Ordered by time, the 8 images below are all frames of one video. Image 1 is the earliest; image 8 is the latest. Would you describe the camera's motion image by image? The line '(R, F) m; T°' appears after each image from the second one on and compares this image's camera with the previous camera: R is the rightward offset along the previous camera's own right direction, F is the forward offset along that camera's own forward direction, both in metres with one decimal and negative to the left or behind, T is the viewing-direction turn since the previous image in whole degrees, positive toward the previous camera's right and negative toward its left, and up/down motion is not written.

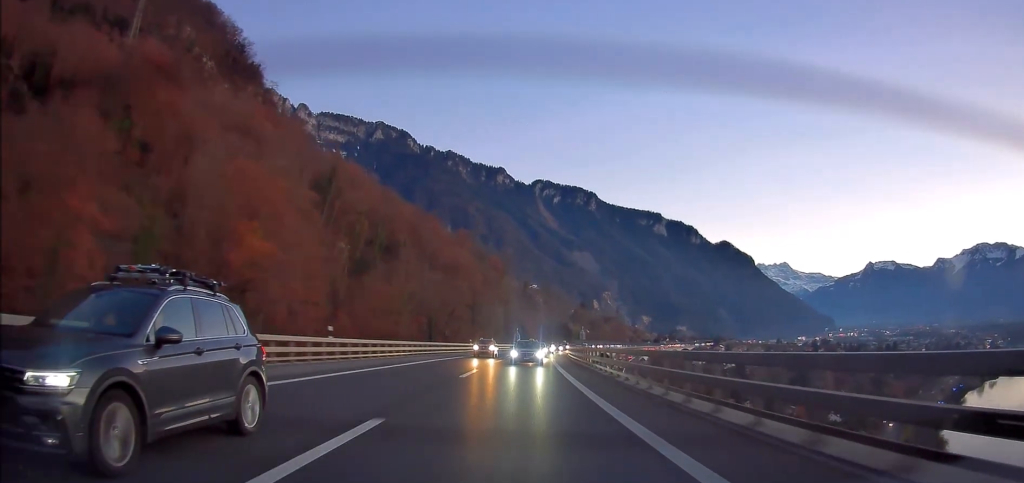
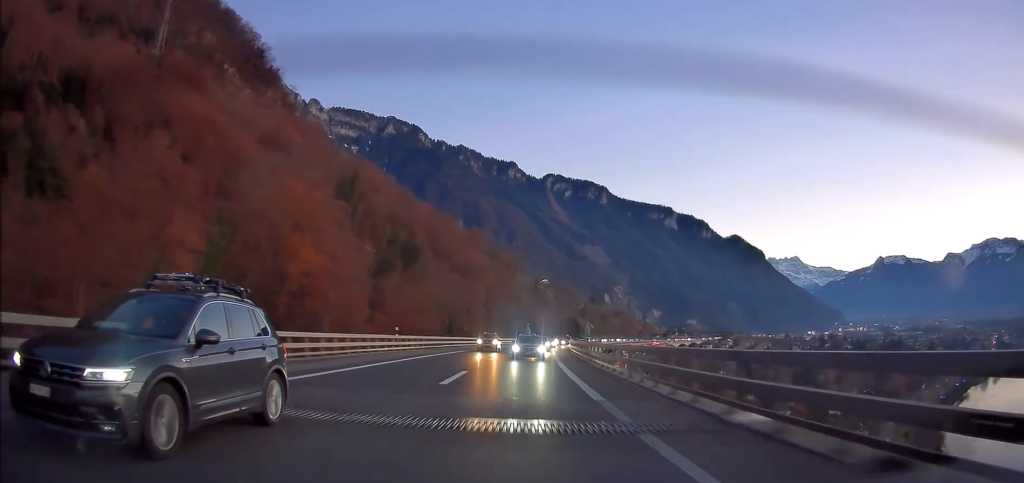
(-0.1, +13.3) m; -1°
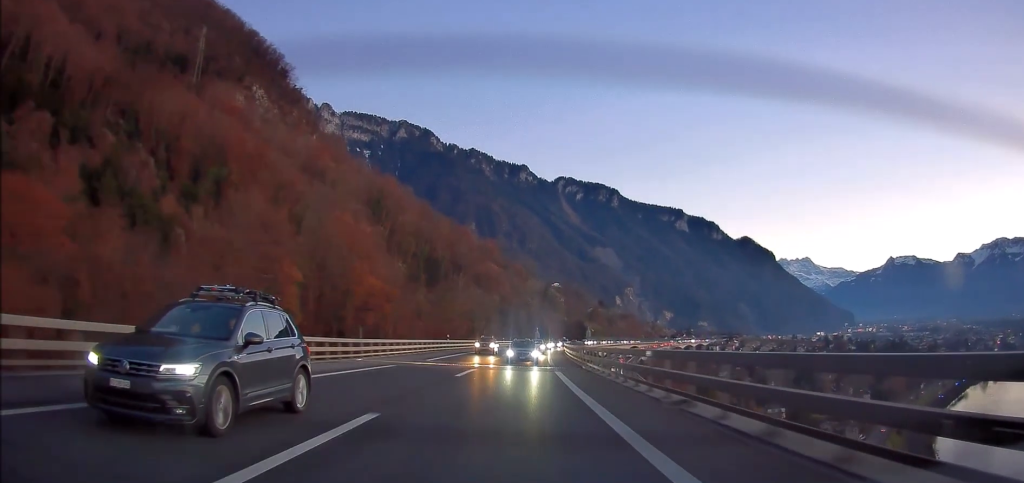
(-0.3, +22.5) m; -1°
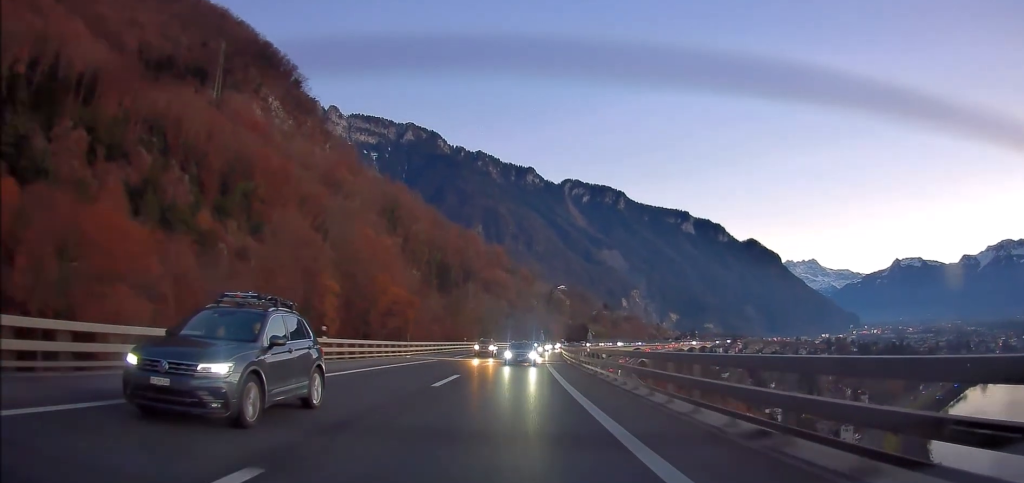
(-0.1, +13.5) m; -1°
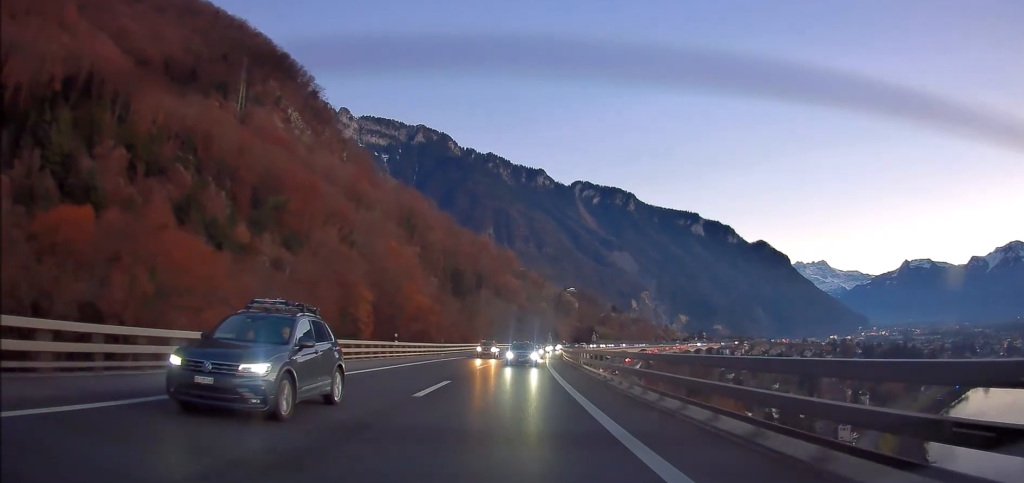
(-0.1, +15.1) m; -1°
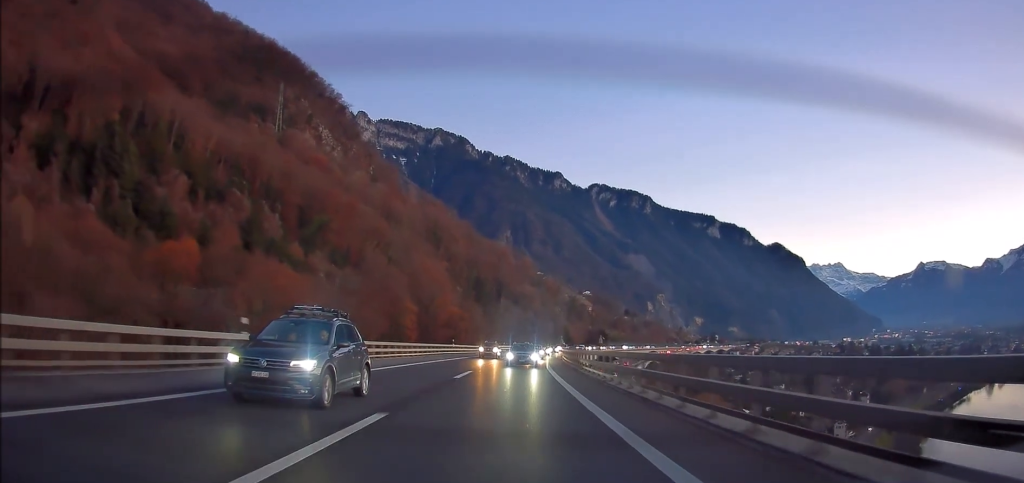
(-0.3, +26.7) m; -2°
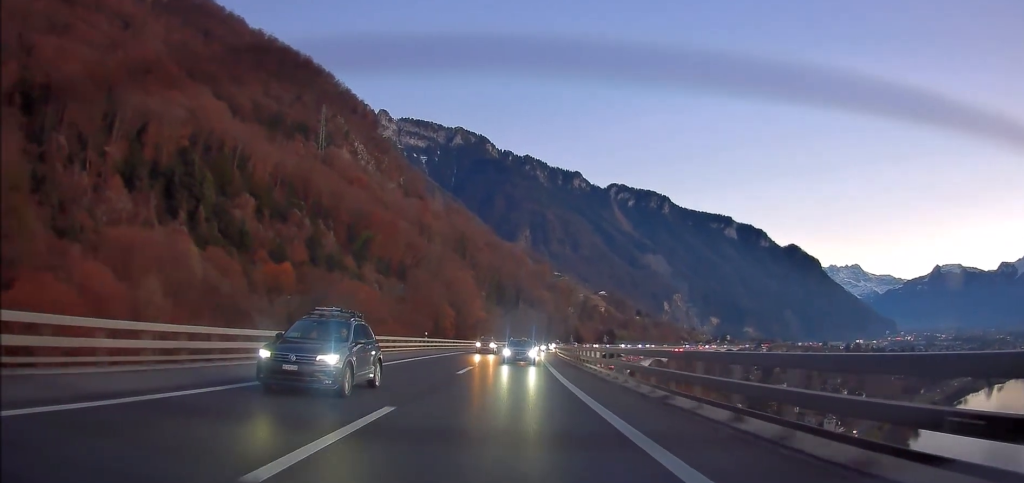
(-0.8, +37.7) m; -2°
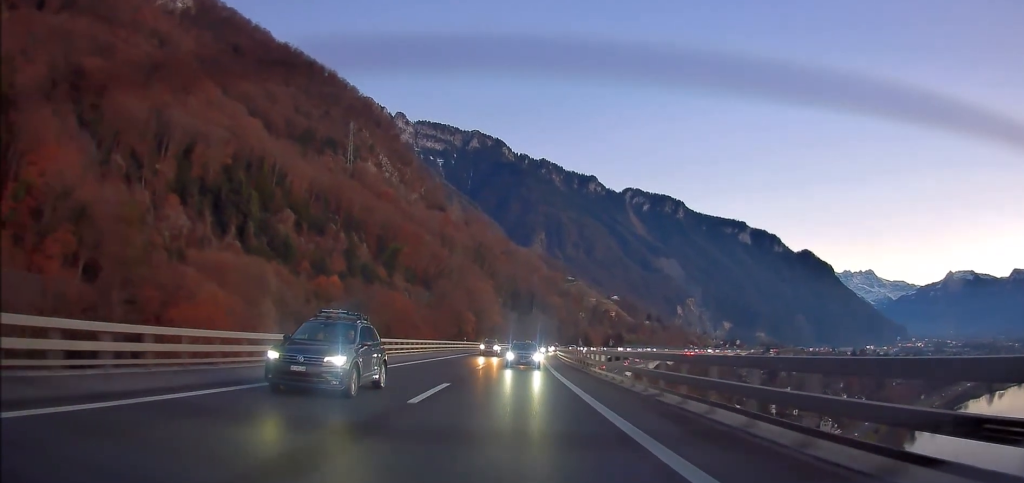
(-0.2, +25.9) m; -1°
